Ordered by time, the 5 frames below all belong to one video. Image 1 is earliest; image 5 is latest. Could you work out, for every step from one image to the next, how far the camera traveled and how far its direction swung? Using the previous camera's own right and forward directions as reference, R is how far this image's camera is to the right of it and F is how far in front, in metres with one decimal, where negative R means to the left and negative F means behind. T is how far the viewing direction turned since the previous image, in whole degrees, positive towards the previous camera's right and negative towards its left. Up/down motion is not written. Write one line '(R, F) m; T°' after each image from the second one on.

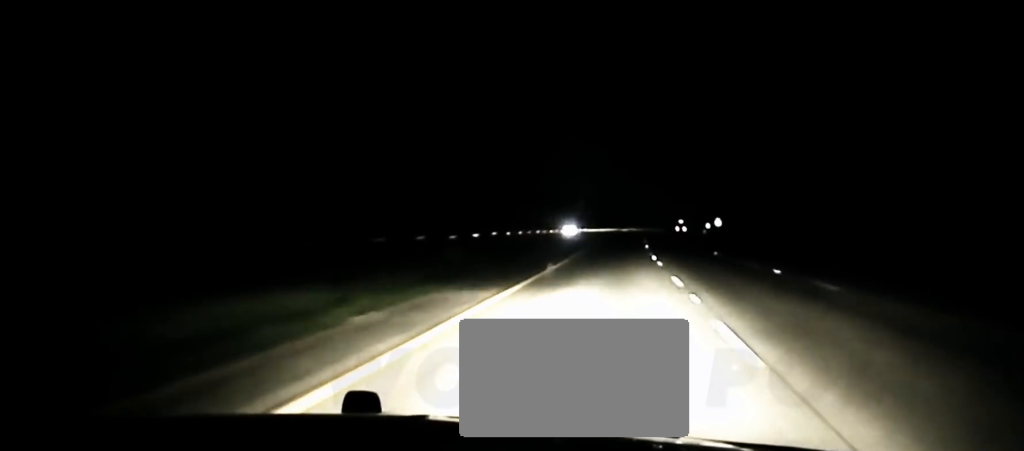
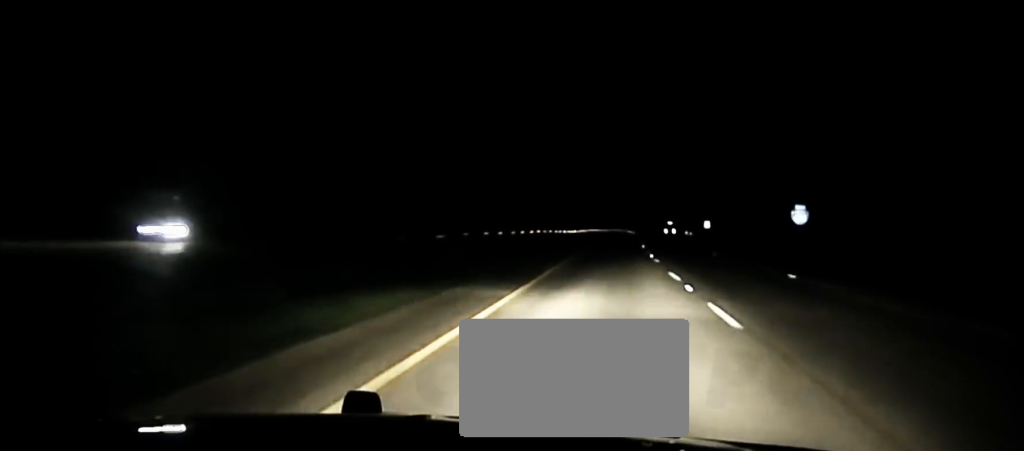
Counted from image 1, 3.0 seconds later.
(+2.4, +108.6) m; +3°
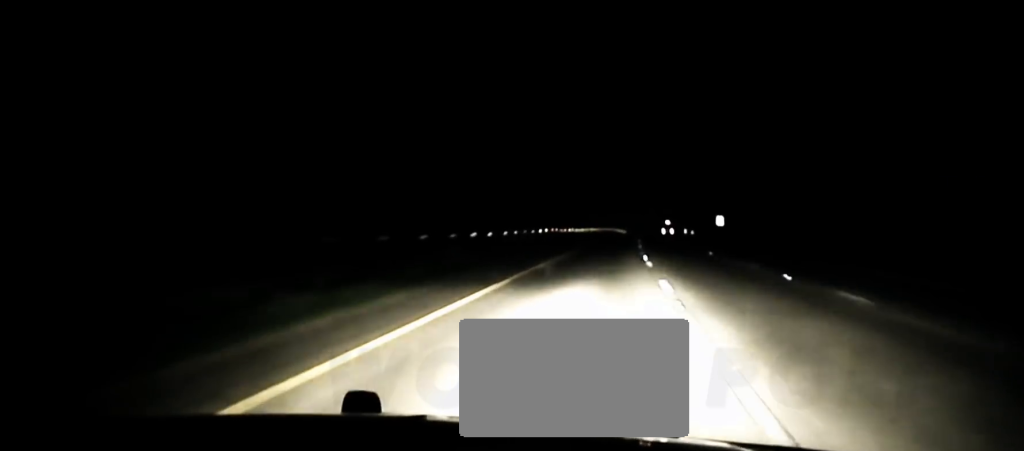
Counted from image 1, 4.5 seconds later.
(+0.2, +55.0) m; 0°
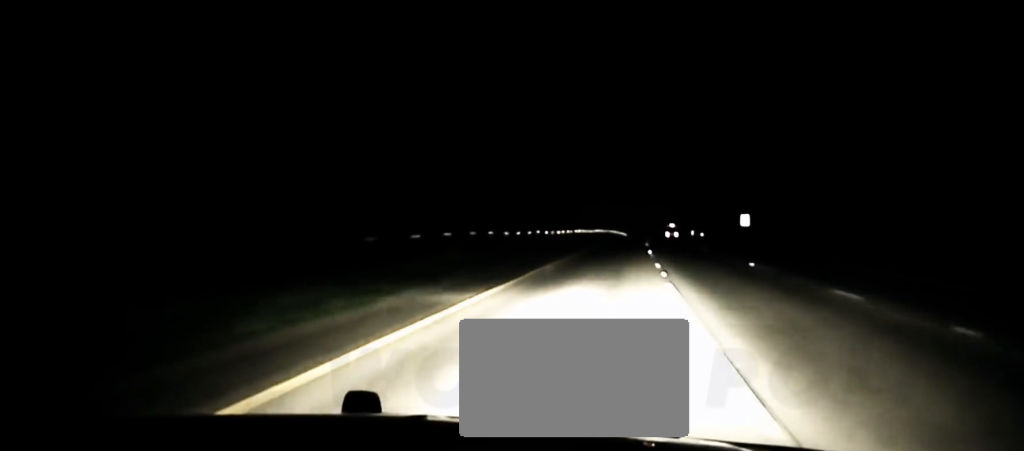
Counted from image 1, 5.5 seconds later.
(+0.1, +42.3) m; +1°
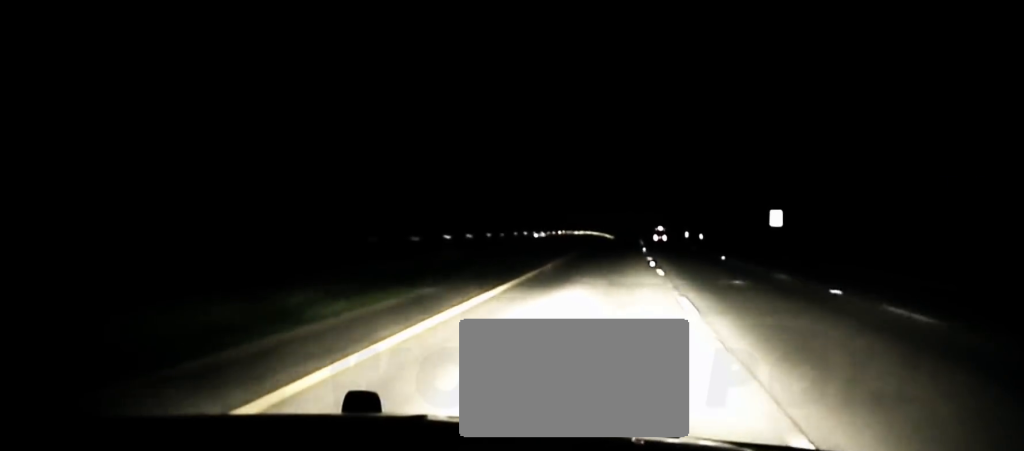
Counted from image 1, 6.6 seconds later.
(+0.3, +47.2) m; +1°
